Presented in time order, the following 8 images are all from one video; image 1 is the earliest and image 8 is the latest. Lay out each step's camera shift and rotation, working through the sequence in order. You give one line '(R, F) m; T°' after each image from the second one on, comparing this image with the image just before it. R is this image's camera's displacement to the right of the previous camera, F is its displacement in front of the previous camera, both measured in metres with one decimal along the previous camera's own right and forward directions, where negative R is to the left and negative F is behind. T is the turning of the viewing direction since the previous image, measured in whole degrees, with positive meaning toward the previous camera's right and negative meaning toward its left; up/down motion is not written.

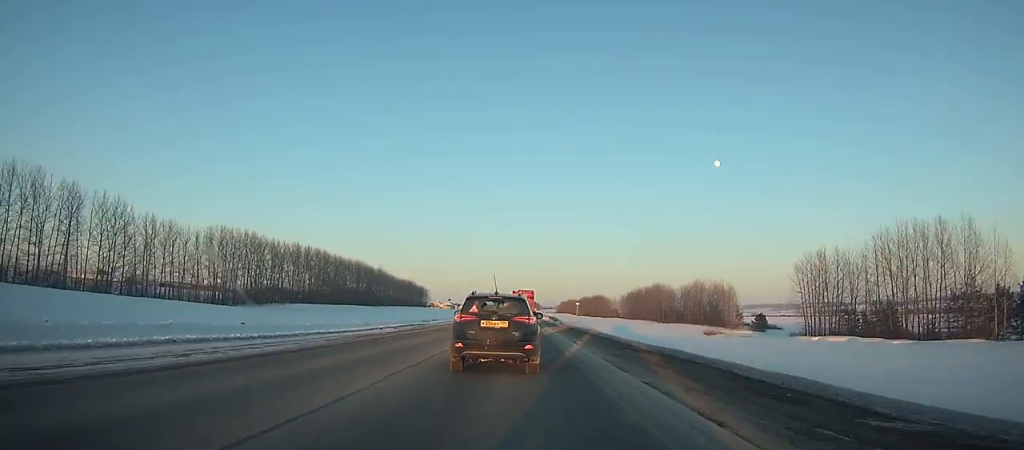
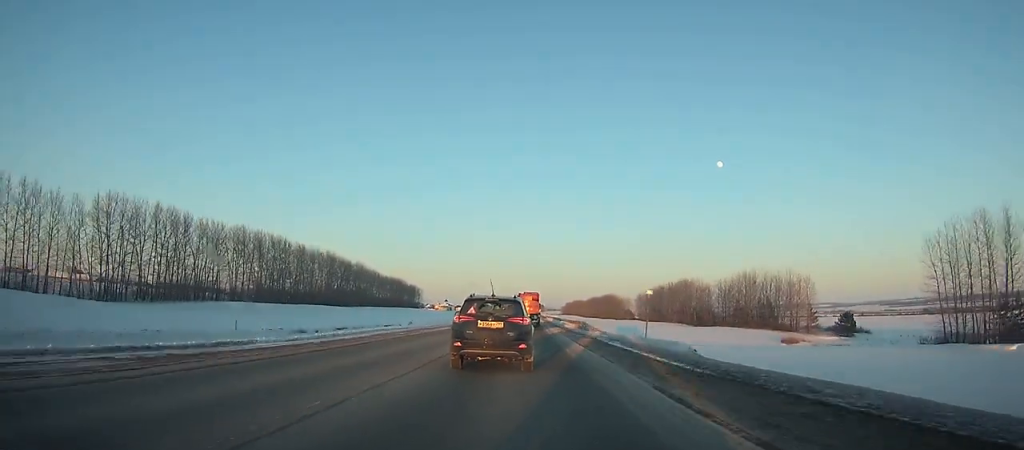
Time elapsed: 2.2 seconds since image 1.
(-0.1, +43.9) m; 0°
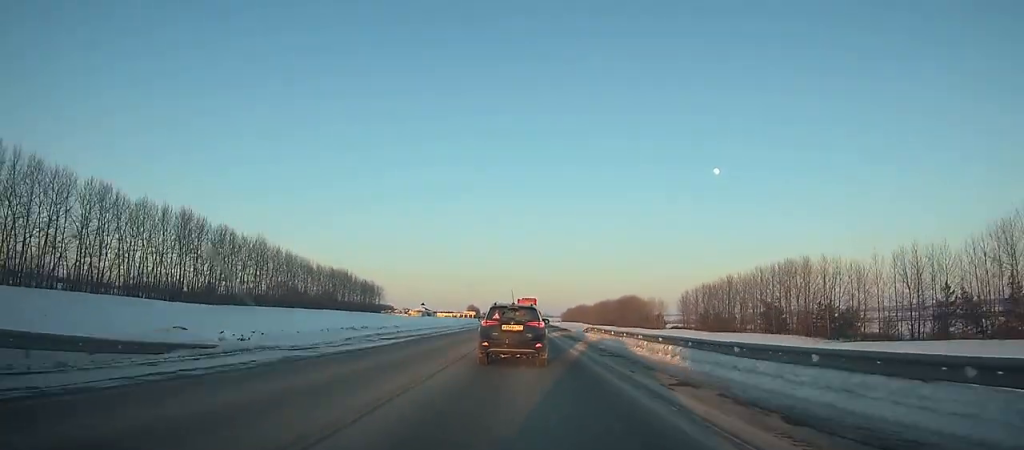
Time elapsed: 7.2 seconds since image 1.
(-0.4, +99.9) m; 0°
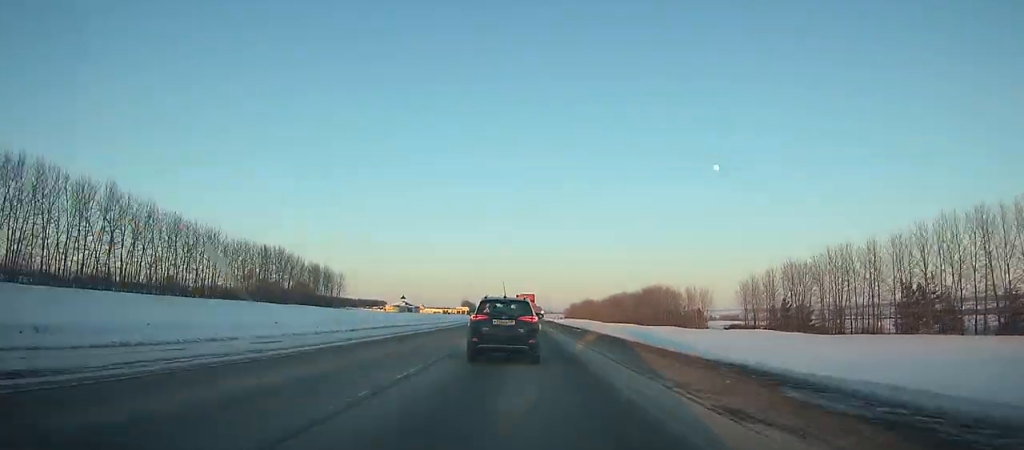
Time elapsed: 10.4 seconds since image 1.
(+0.1, +65.3) m; 0°
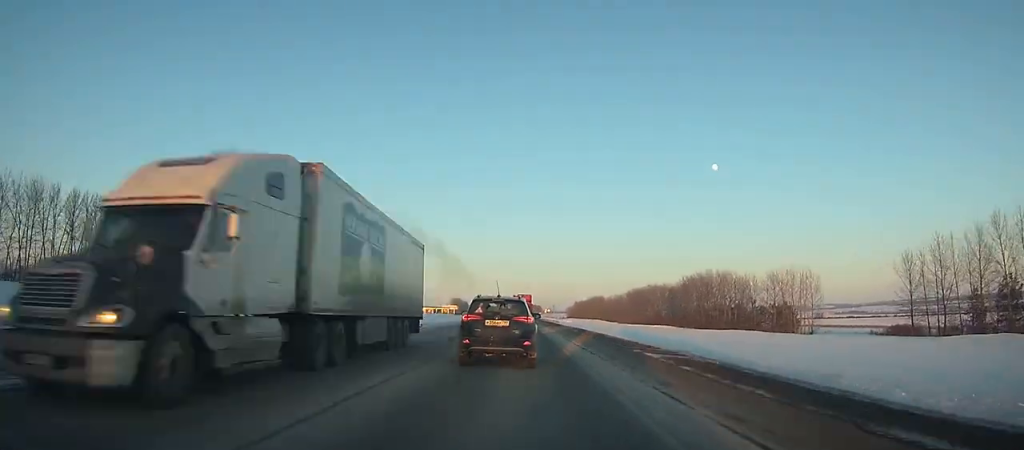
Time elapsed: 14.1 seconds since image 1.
(+0.2, +76.8) m; 0°
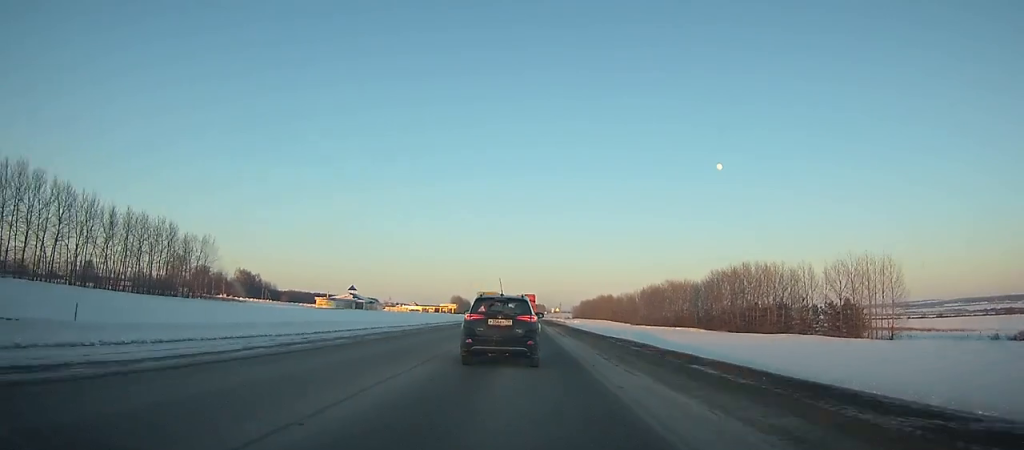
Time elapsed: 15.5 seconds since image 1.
(0.0, +29.2) m; 0°
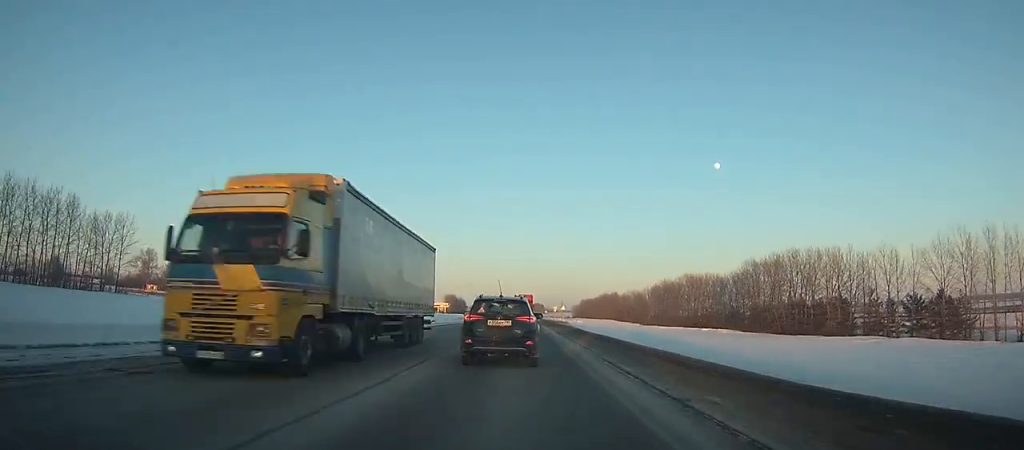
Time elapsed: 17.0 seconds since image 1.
(+0.1, +31.5) m; 0°
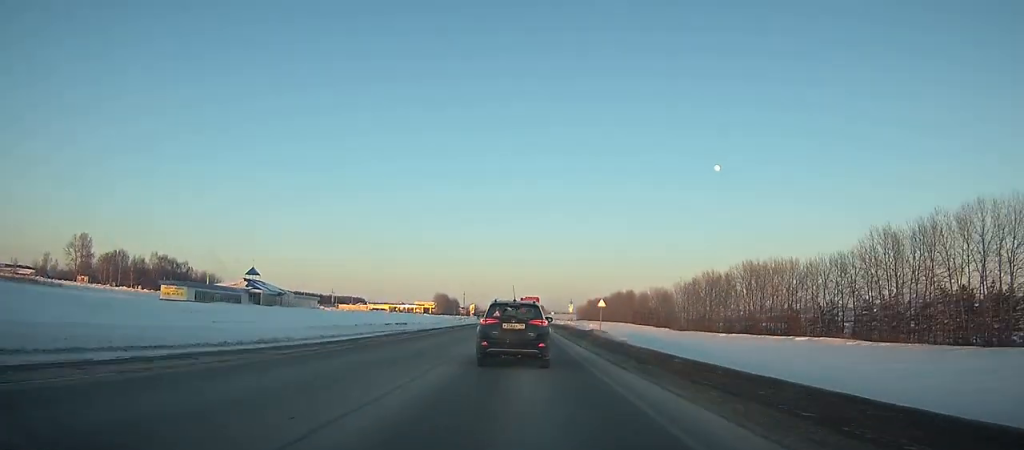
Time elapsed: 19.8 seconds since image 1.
(0.0, +58.9) m; 0°
